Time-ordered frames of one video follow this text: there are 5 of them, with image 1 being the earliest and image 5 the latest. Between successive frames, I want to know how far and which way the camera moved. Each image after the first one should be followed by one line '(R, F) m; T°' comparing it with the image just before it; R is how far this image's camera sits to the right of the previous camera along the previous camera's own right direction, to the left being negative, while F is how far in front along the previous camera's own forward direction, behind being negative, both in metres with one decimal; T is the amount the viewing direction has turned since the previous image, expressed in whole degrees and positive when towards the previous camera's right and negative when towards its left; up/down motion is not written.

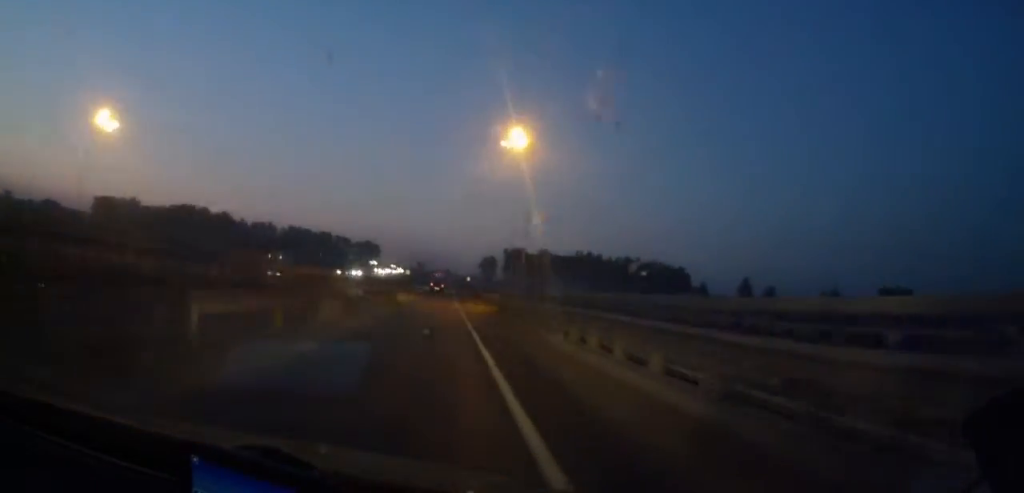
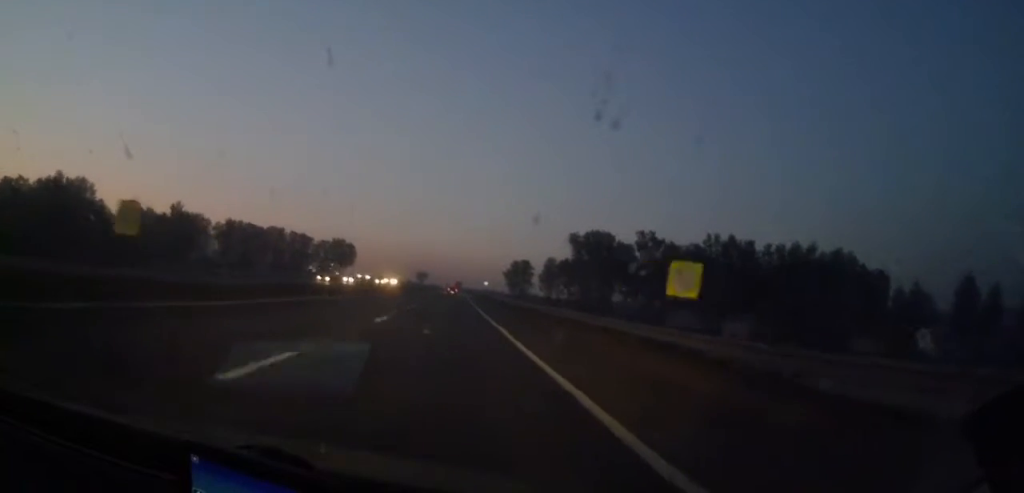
(-30.0, +137.5) m; -11°
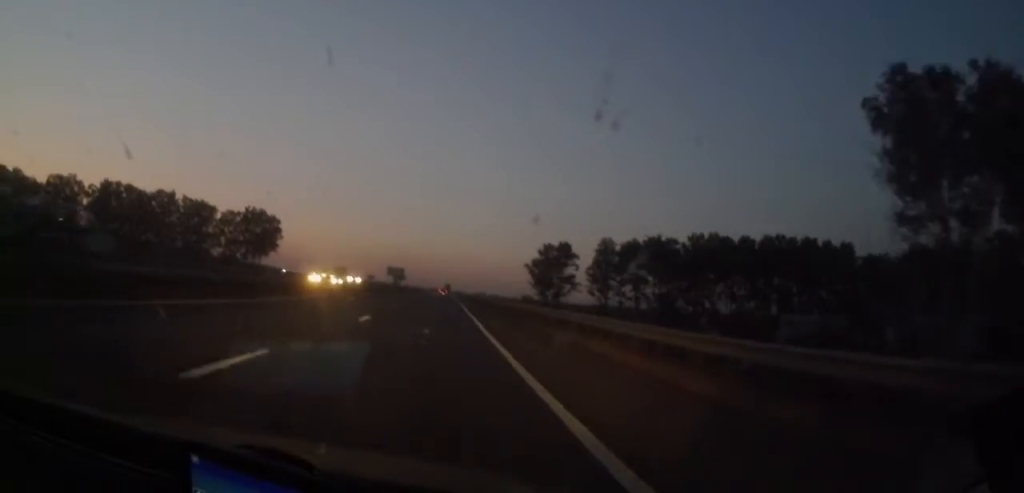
(+7.2, +112.3) m; +4°
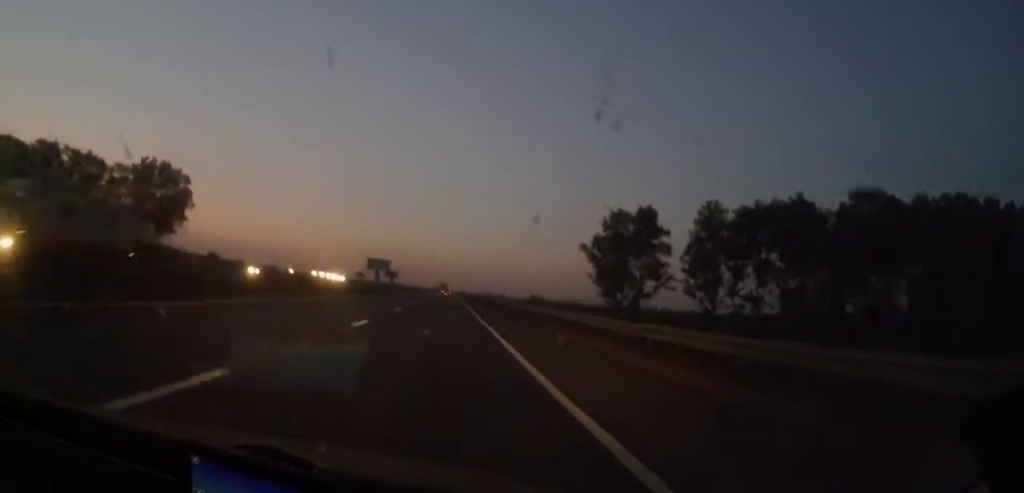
(-0.1, +62.6) m; 0°
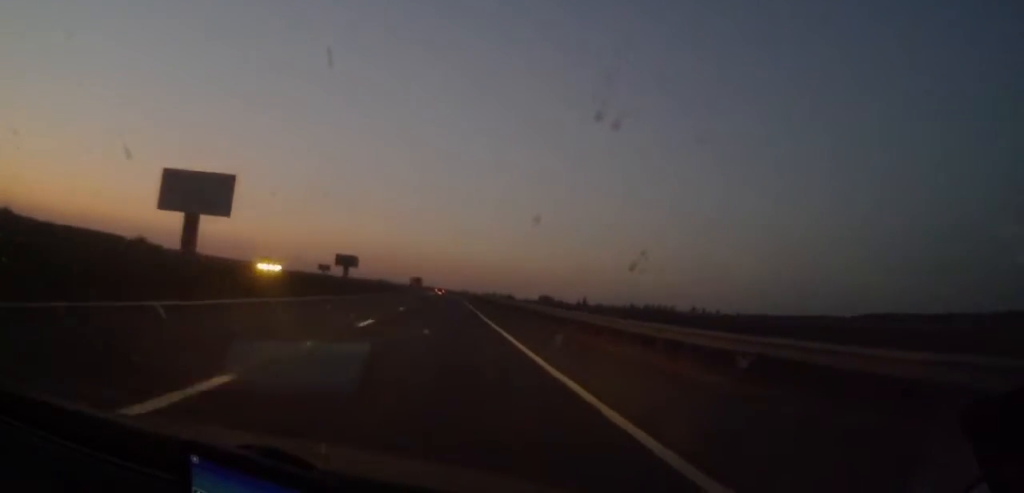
(-0.1, +116.3) m; 0°
